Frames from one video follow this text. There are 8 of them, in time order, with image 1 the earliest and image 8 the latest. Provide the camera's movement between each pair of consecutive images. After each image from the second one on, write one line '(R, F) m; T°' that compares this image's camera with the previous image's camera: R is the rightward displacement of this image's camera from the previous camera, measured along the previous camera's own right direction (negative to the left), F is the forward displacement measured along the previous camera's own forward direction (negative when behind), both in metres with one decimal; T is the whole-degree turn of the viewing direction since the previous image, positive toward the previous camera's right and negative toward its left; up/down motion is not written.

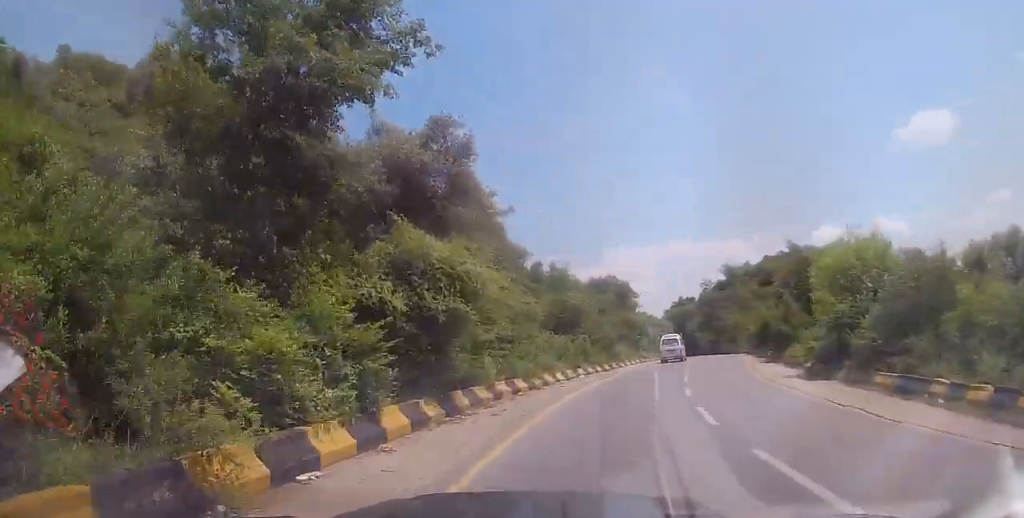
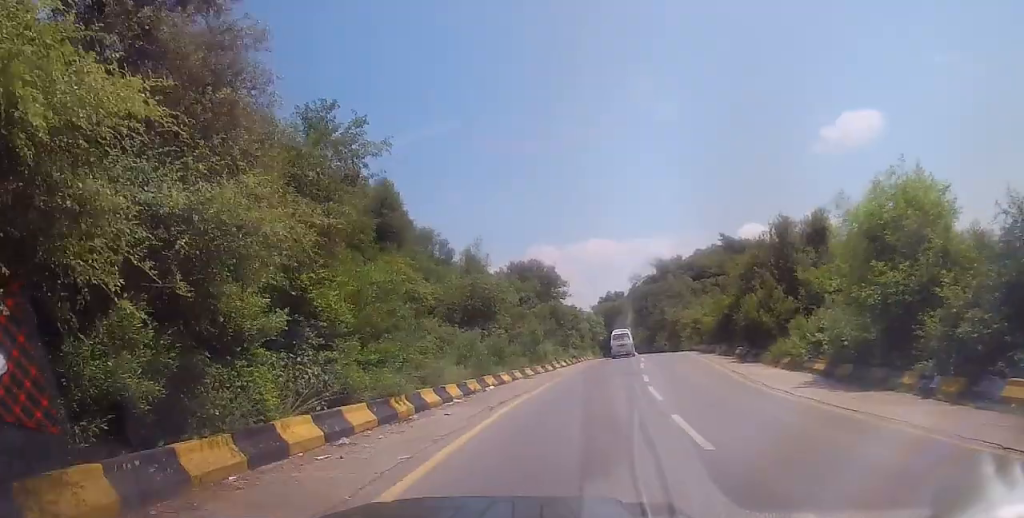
(+1.2, +9.0) m; +7°
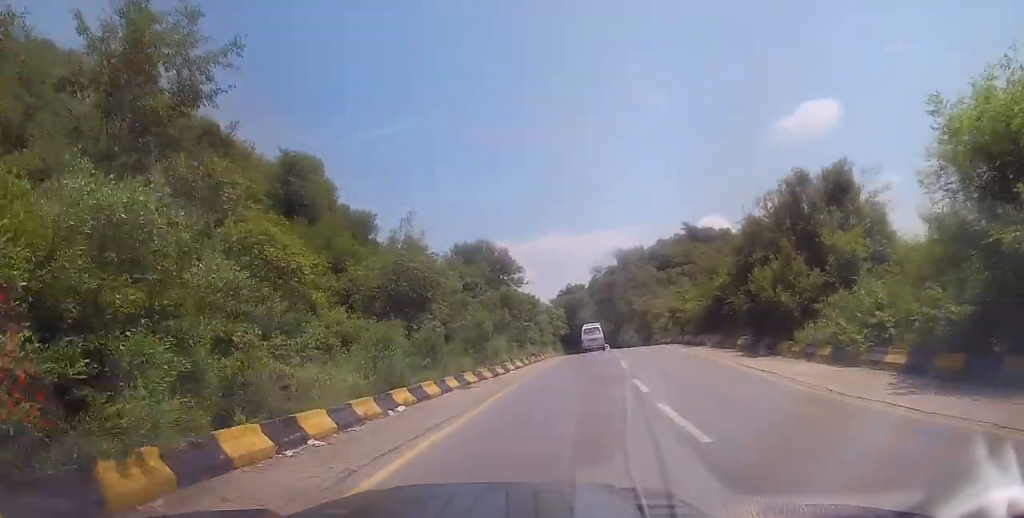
(+0.3, +6.9) m; +3°
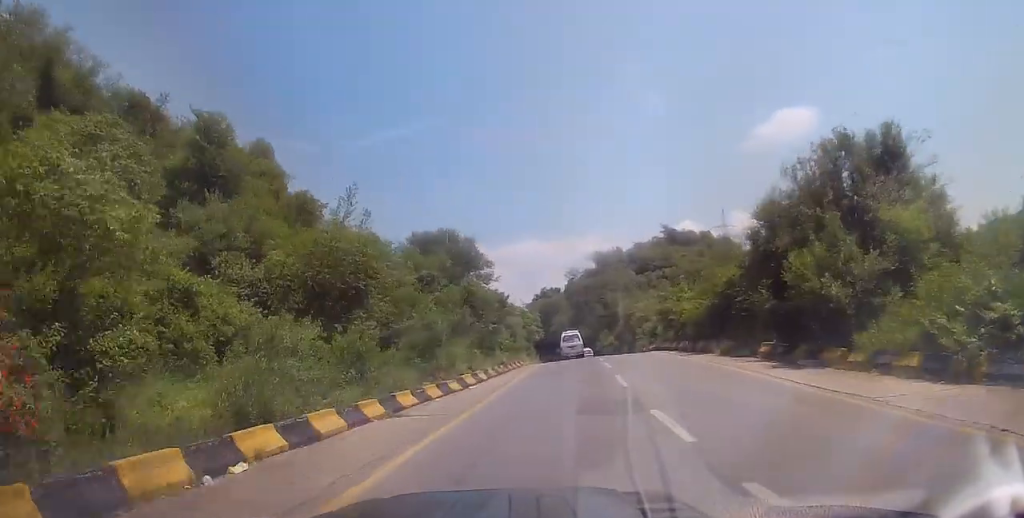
(-0.1, +5.4) m; 0°
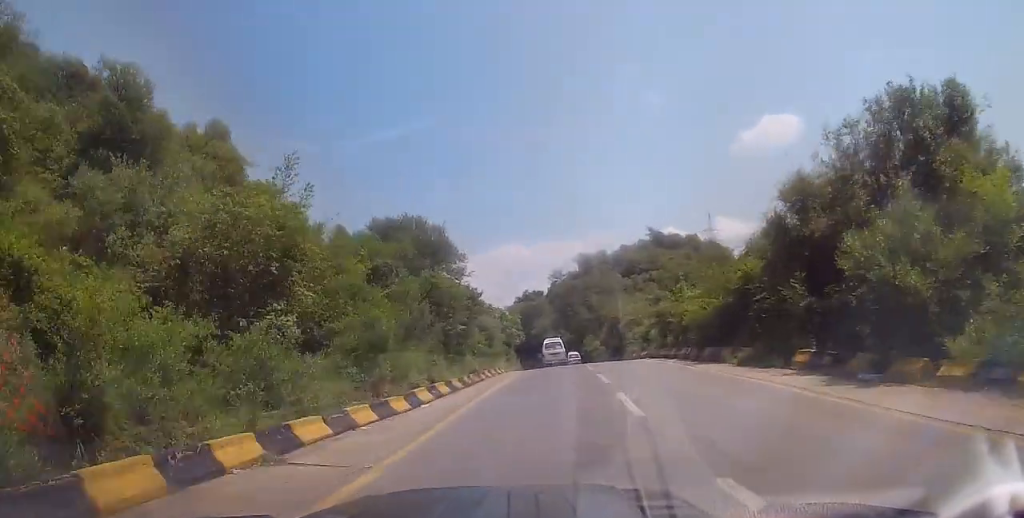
(0.0, +4.4) m; +1°
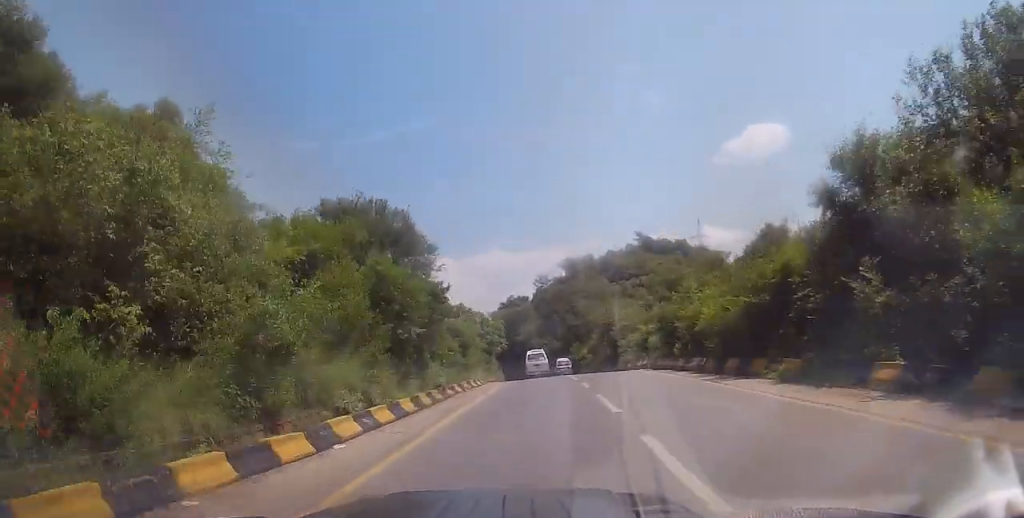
(0.0, +4.8) m; +2°
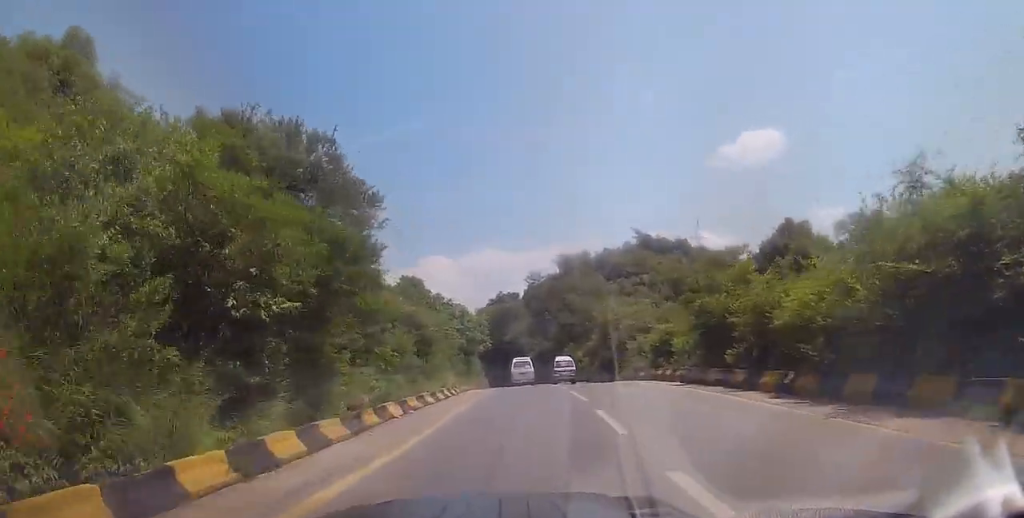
(+0.3, +8.4) m; +1°
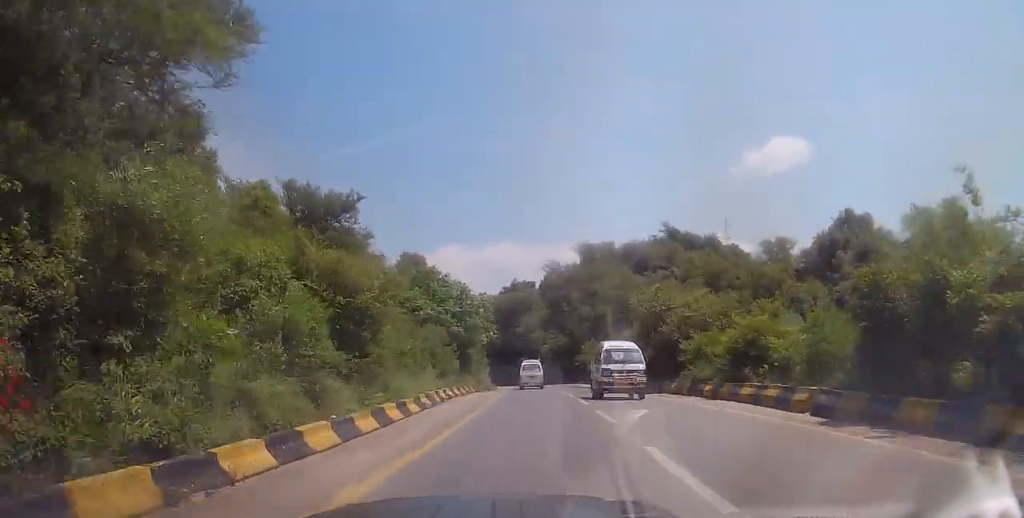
(+0.1, +9.9) m; 0°
